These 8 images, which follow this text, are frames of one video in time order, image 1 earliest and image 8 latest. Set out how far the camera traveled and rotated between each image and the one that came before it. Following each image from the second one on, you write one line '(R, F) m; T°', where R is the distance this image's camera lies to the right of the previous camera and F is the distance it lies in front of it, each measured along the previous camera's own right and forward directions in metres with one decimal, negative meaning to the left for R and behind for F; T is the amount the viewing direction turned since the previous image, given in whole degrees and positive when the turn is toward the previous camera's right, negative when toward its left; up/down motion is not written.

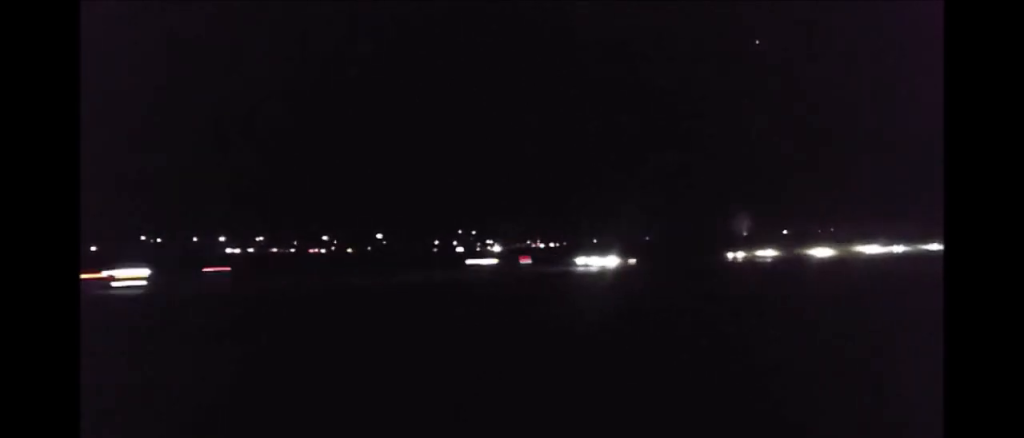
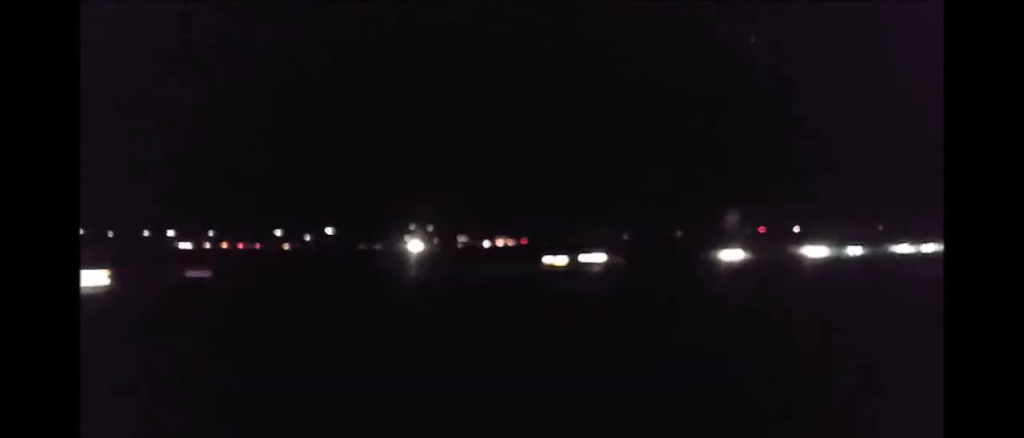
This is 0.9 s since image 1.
(0.0, +25.7) m; 0°
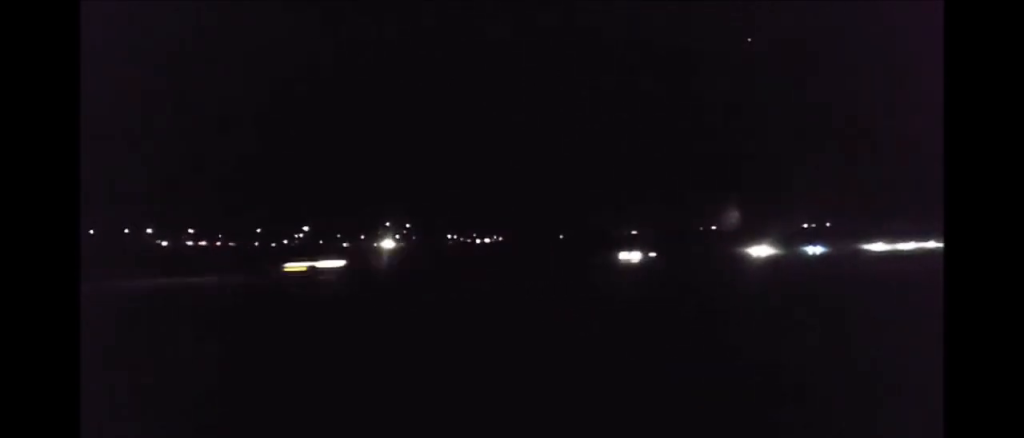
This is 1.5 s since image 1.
(0.0, +18.7) m; 0°
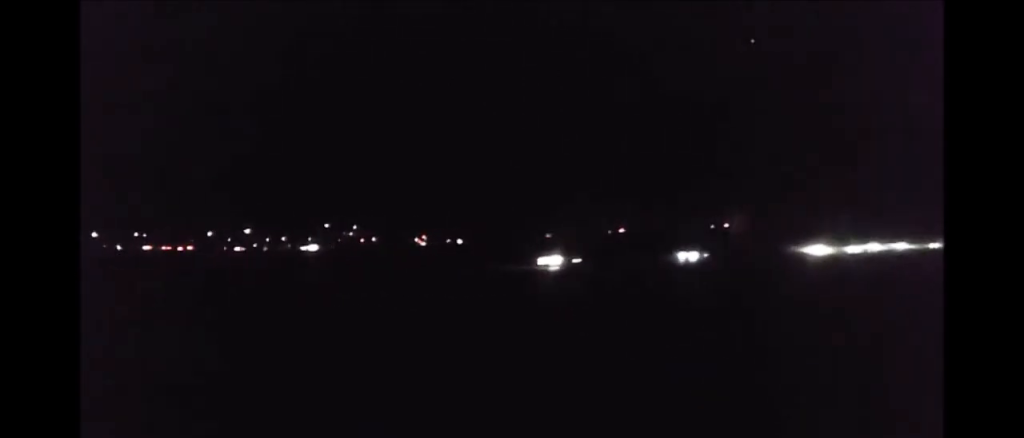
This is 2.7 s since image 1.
(0.0, +36.5) m; 0°
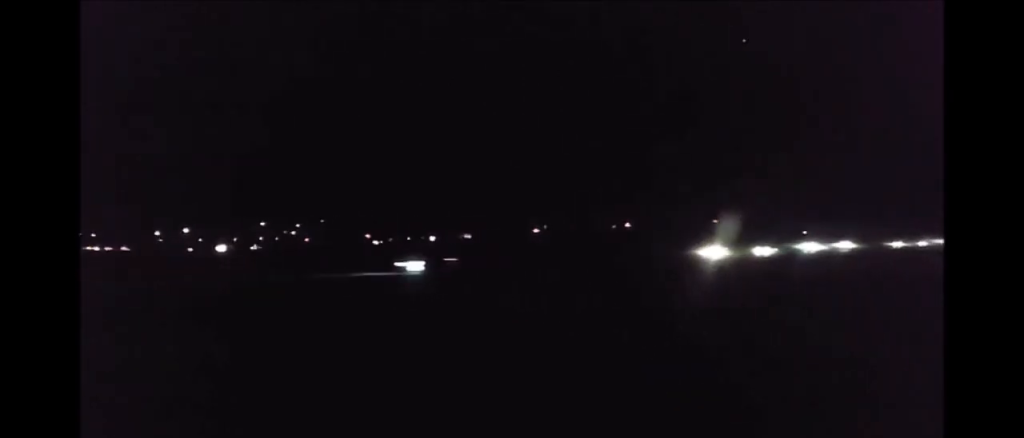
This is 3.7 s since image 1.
(0.0, +27.6) m; 0°
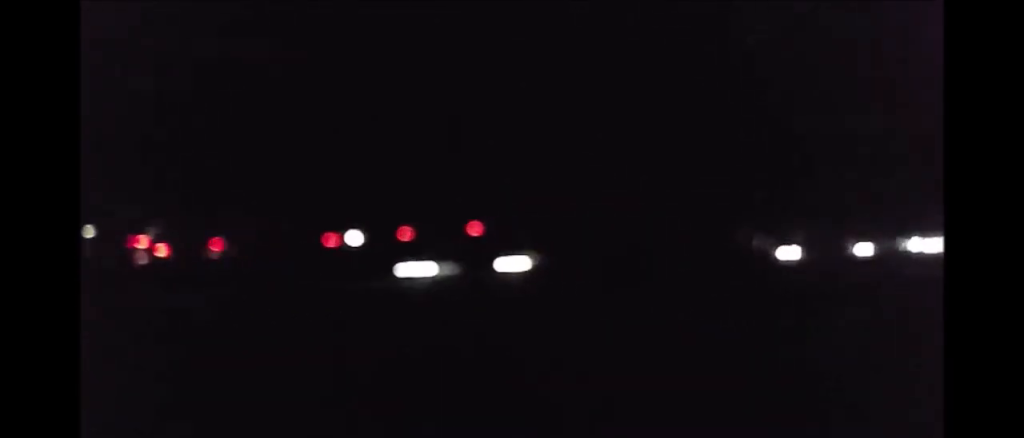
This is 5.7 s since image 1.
(-0.3, +60.5) m; +1°
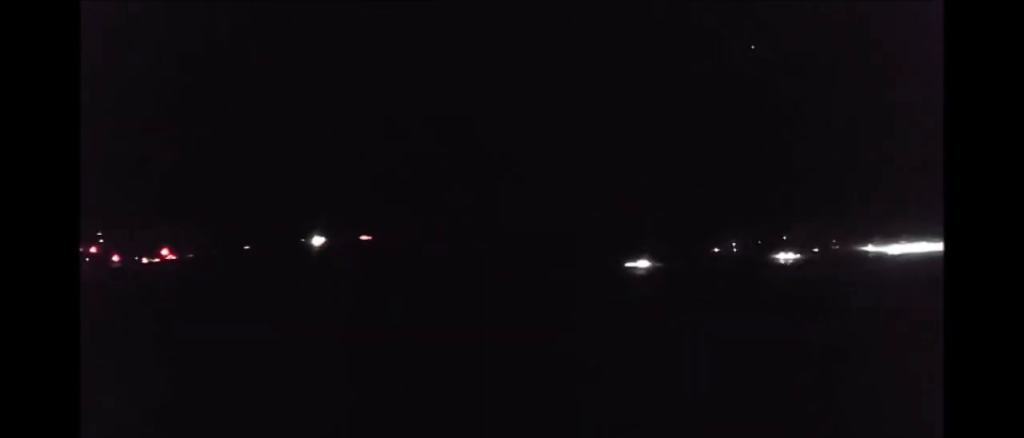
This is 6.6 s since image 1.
(+0.4, +24.5) m; 0°
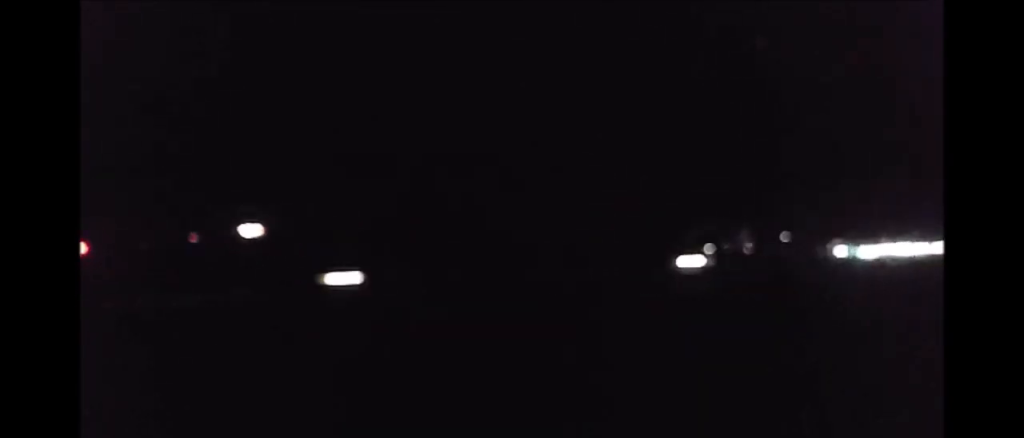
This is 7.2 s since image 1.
(-0.2, +19.5) m; -1°
